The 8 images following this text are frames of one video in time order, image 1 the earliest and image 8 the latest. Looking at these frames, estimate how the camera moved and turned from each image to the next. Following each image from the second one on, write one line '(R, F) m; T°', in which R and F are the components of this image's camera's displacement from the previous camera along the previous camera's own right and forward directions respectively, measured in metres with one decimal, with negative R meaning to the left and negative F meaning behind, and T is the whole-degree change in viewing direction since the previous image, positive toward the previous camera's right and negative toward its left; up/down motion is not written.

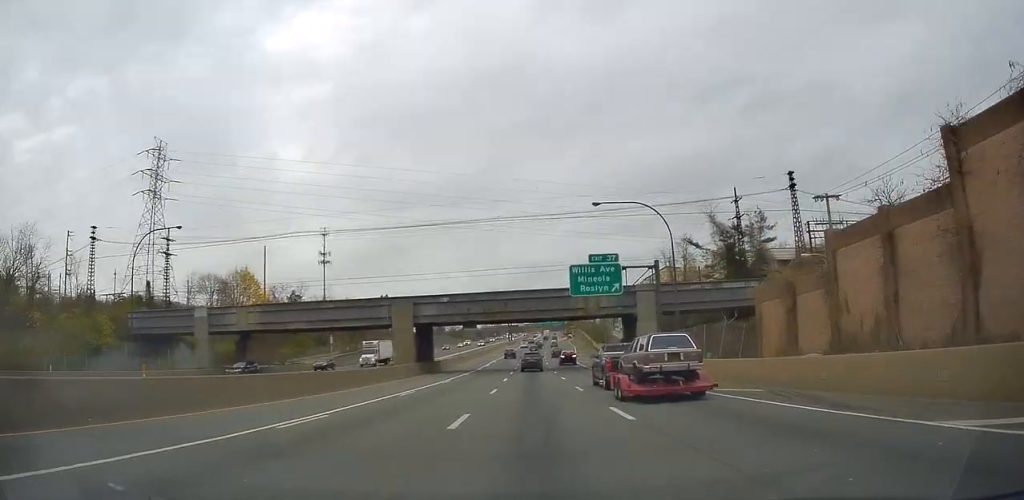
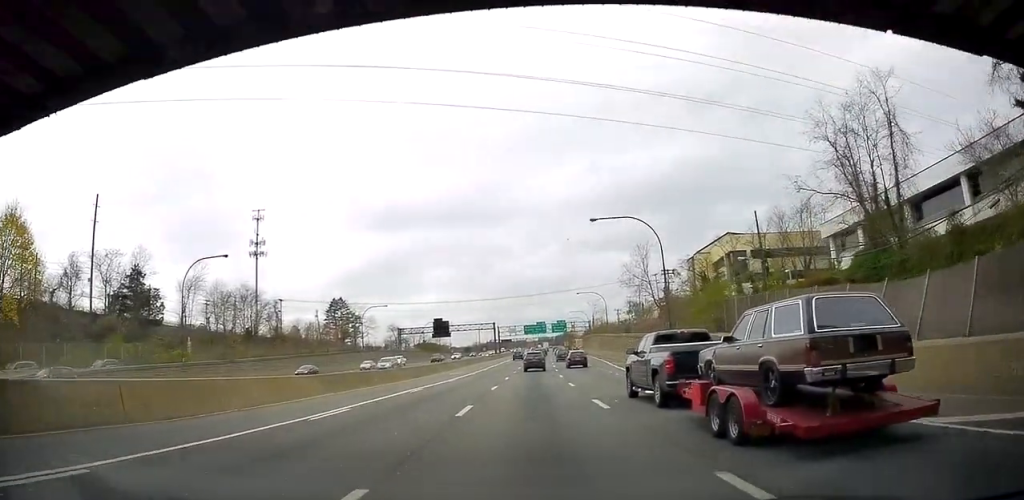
(0.0, +57.3) m; +1°
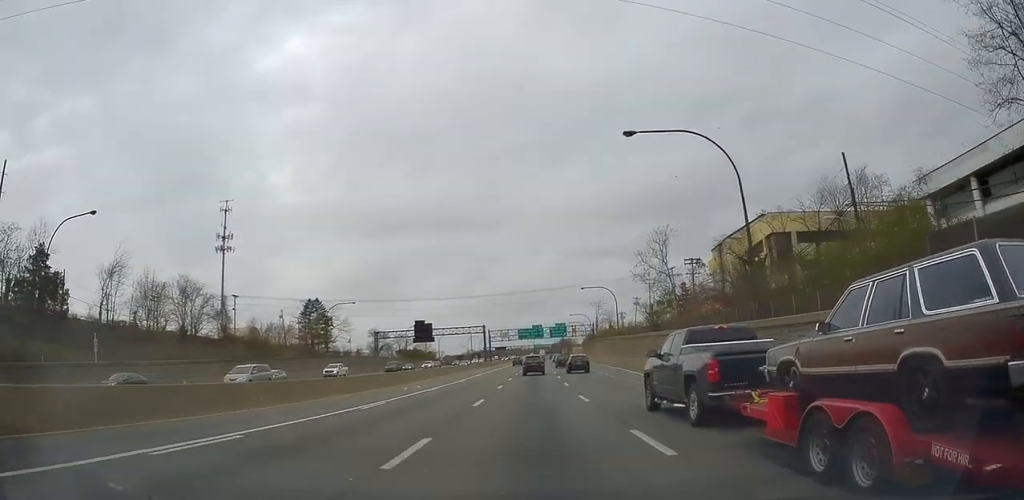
(+0.1, +19.2) m; 0°
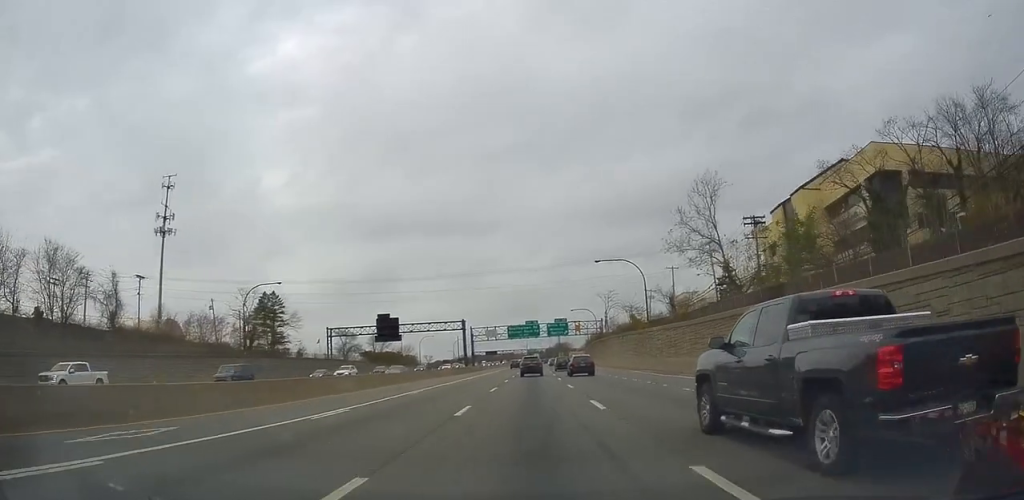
(0.0, +28.3) m; 0°
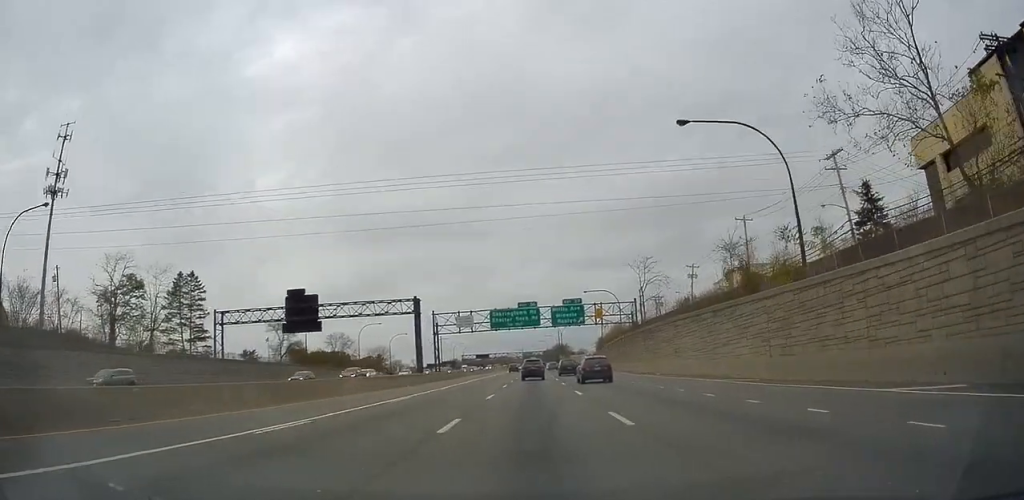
(0.0, +40.2) m; +1°
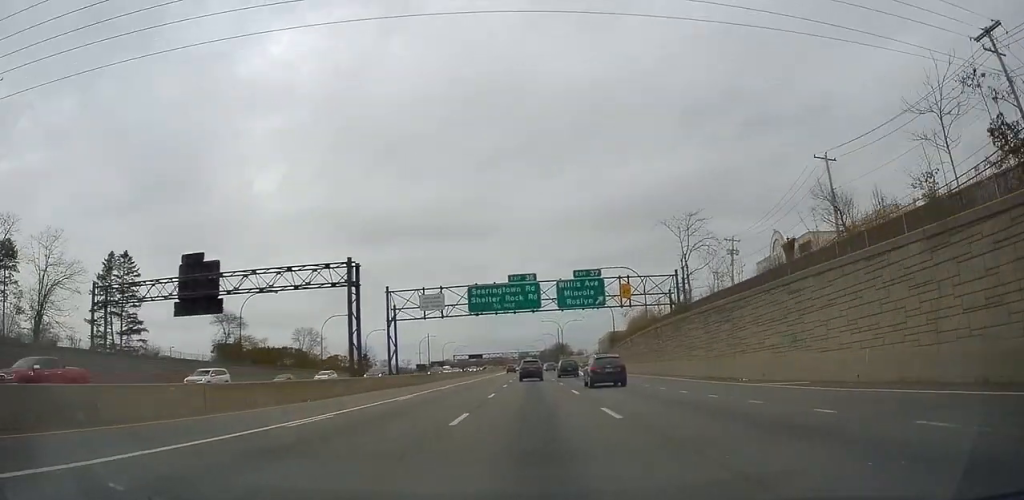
(+0.3, +22.8) m; +1°
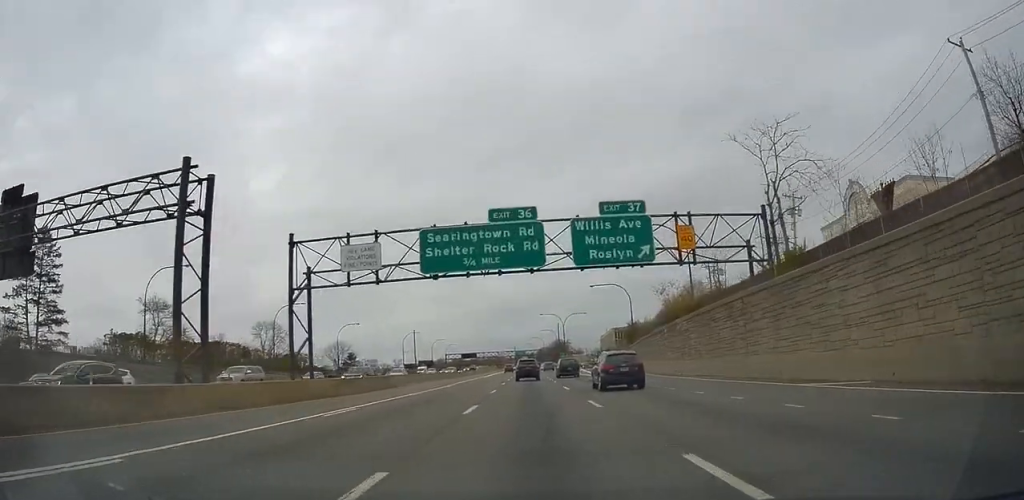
(+0.2, +21.2) m; 0°
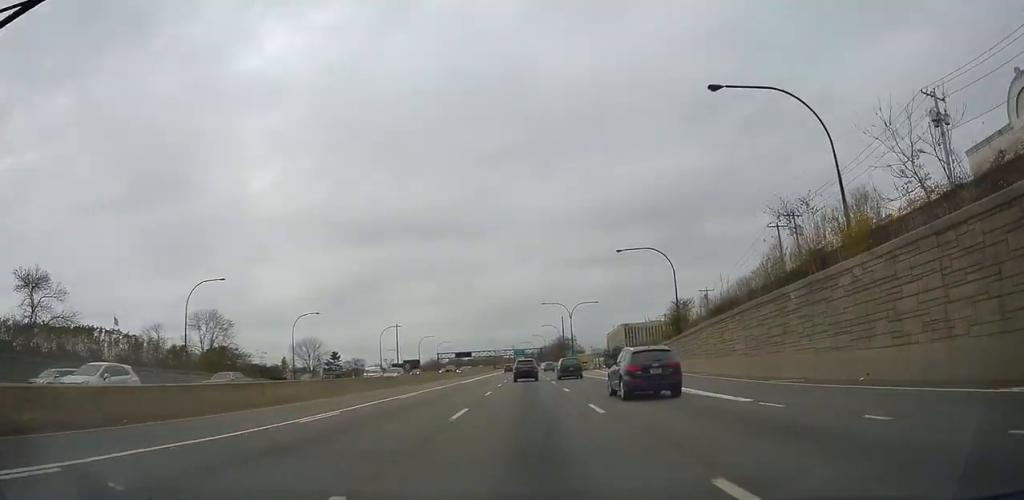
(-0.1, +25.9) m; 0°
